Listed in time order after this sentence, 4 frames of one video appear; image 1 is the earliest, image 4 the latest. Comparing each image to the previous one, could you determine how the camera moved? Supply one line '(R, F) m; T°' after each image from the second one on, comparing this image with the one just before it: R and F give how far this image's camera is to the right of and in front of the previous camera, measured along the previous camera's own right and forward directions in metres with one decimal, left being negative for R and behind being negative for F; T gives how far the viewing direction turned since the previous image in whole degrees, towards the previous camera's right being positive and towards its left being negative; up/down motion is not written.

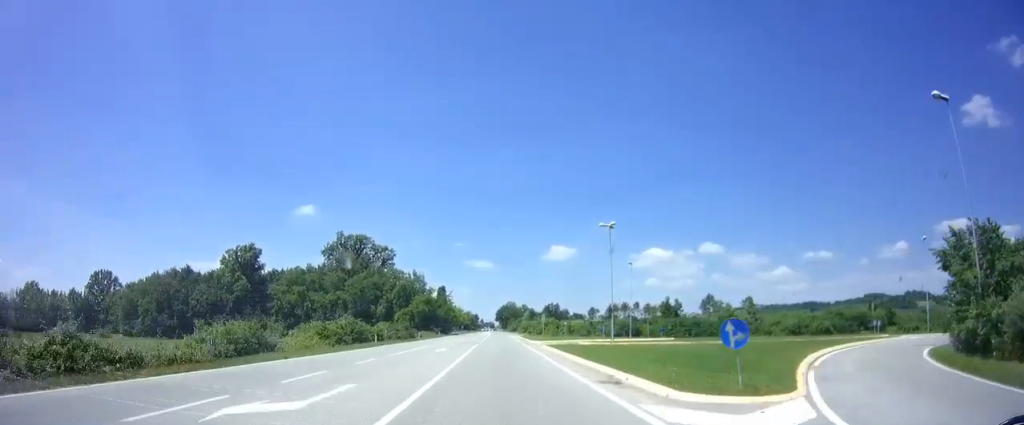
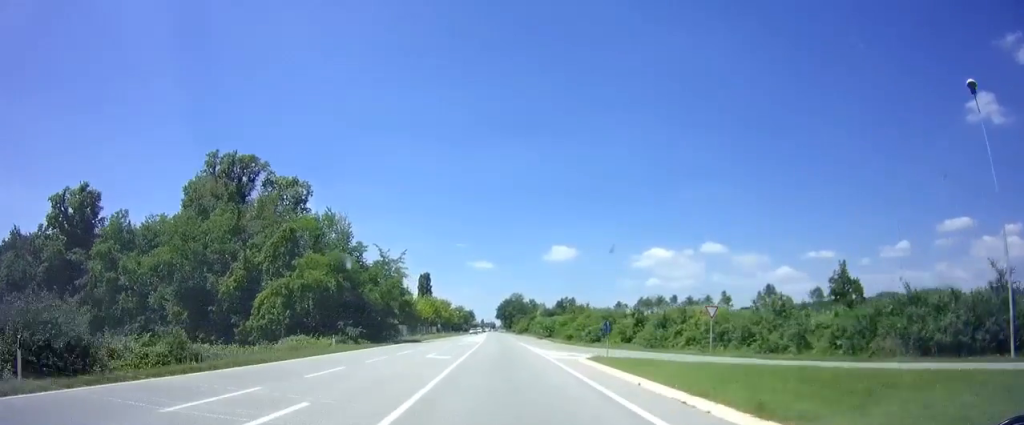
(+0.9, +56.6) m; +1°
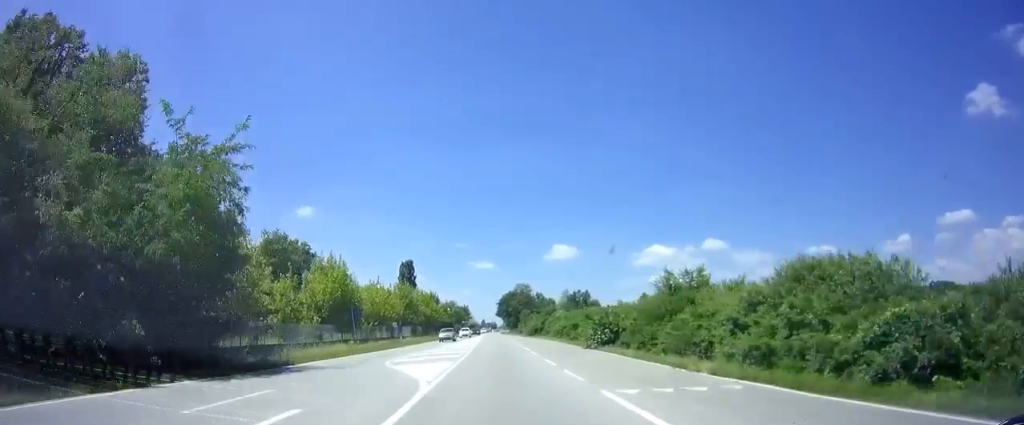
(-0.4, +36.1) m; -1°
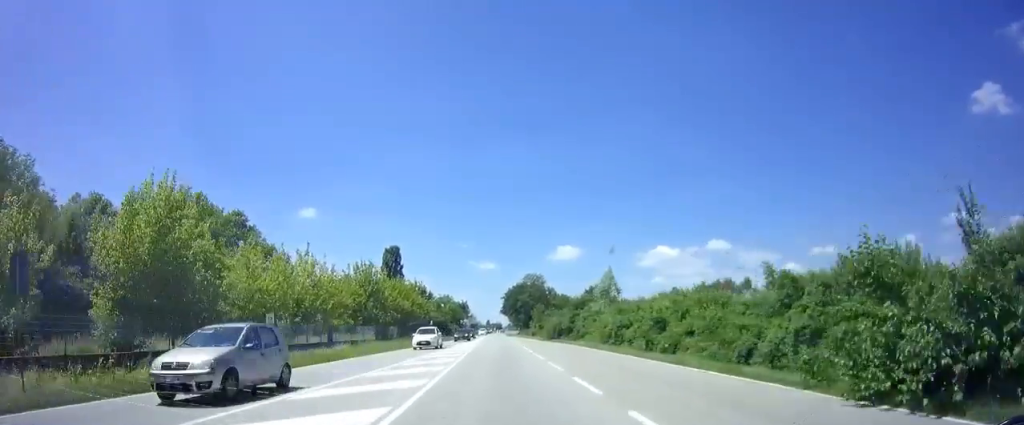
(-0.1, +27.2) m; 0°
